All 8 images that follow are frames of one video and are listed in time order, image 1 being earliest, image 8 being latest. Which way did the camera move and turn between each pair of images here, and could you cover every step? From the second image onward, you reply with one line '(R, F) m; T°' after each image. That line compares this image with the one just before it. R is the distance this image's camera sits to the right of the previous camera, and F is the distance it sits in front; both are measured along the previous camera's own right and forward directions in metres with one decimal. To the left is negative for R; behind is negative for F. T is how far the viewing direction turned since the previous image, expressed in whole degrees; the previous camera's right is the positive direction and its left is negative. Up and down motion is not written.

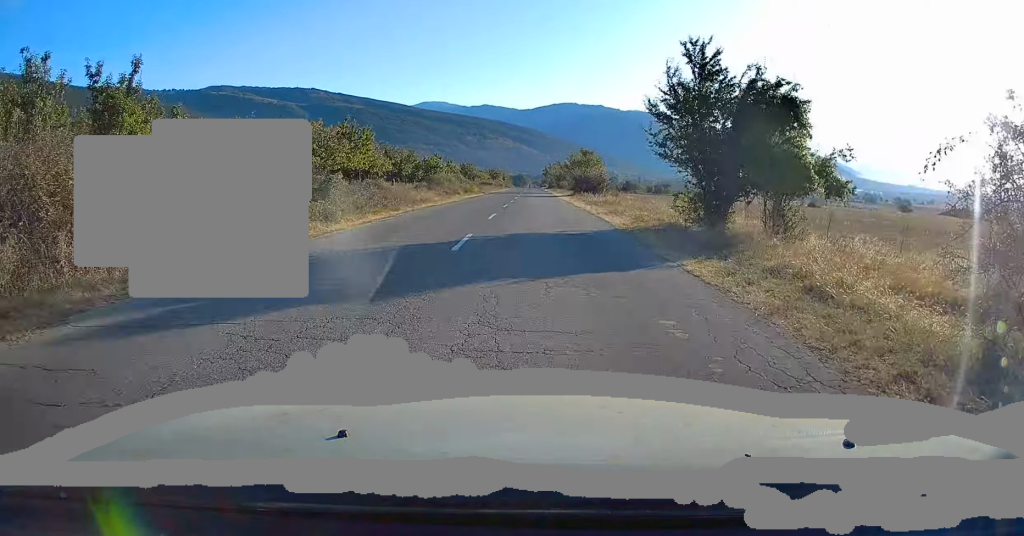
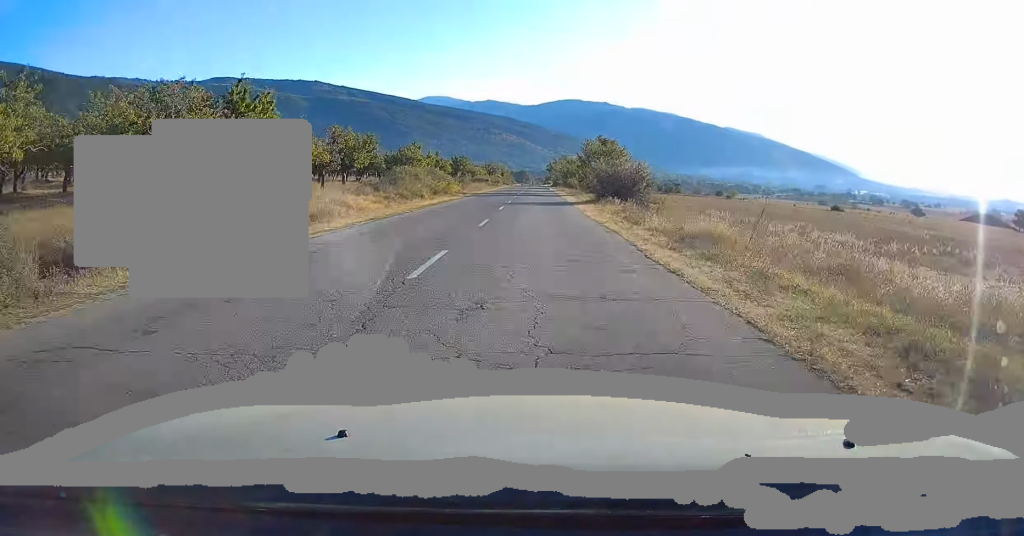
(+0.1, +20.8) m; +1°
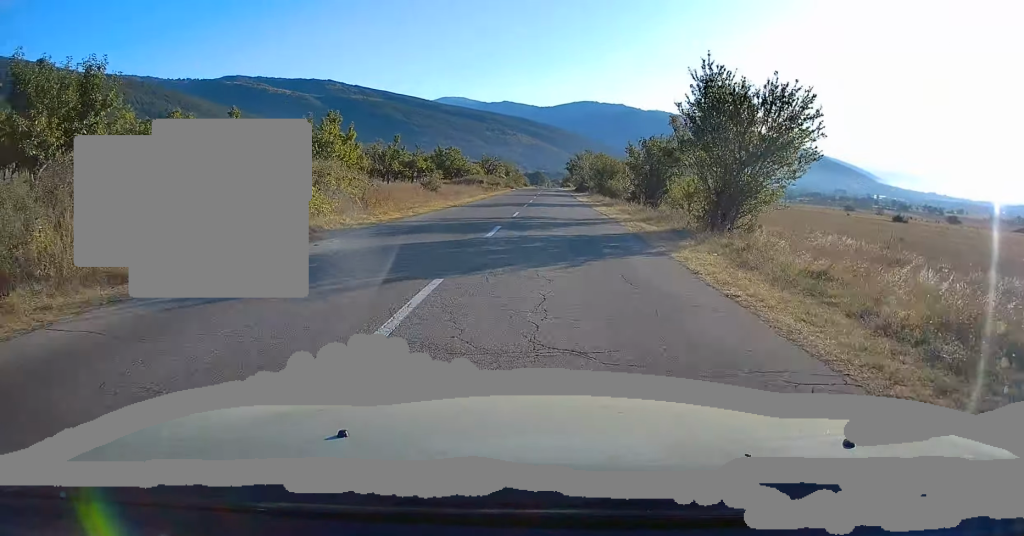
(-0.2, +38.2) m; -1°
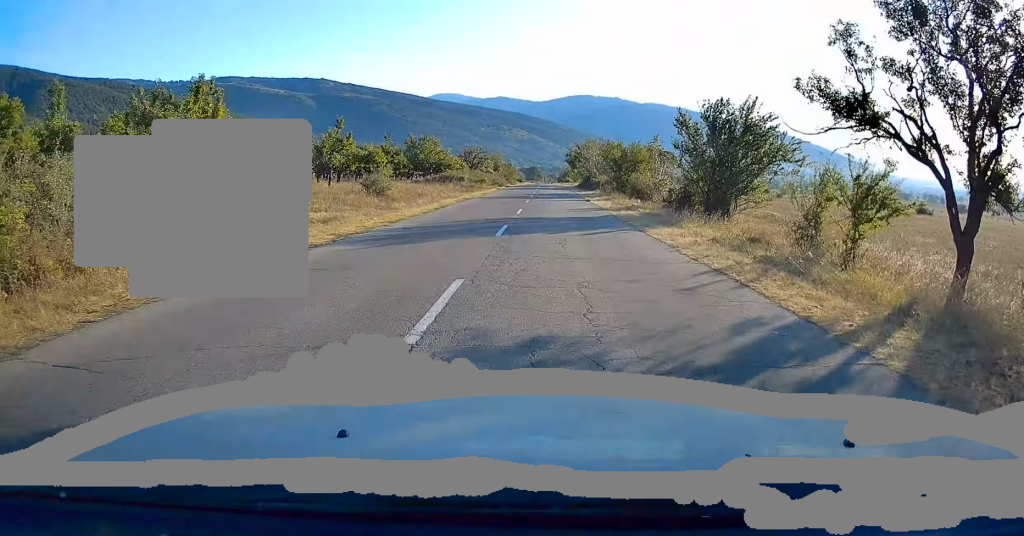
(0.0, +17.4) m; 0°
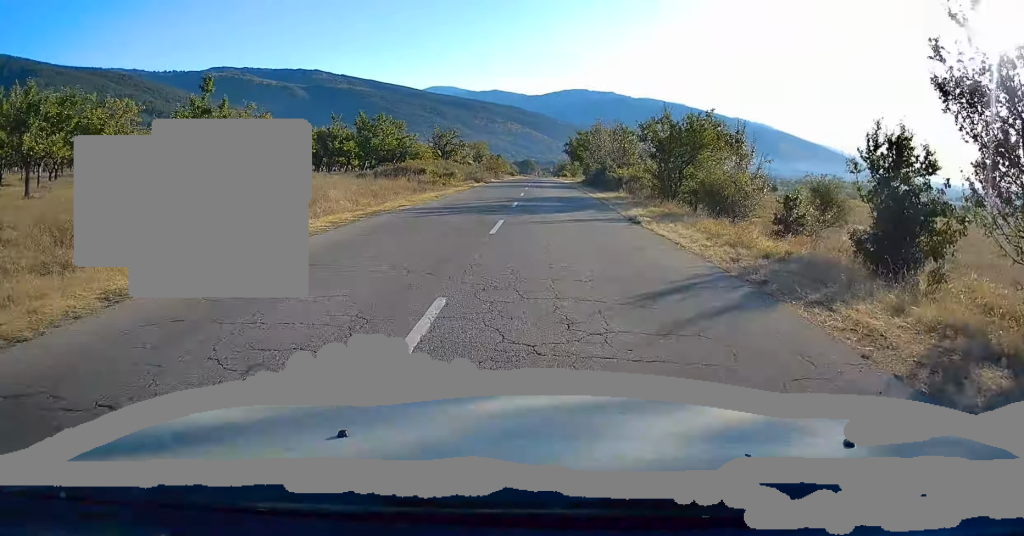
(-0.2, +19.5) m; 0°
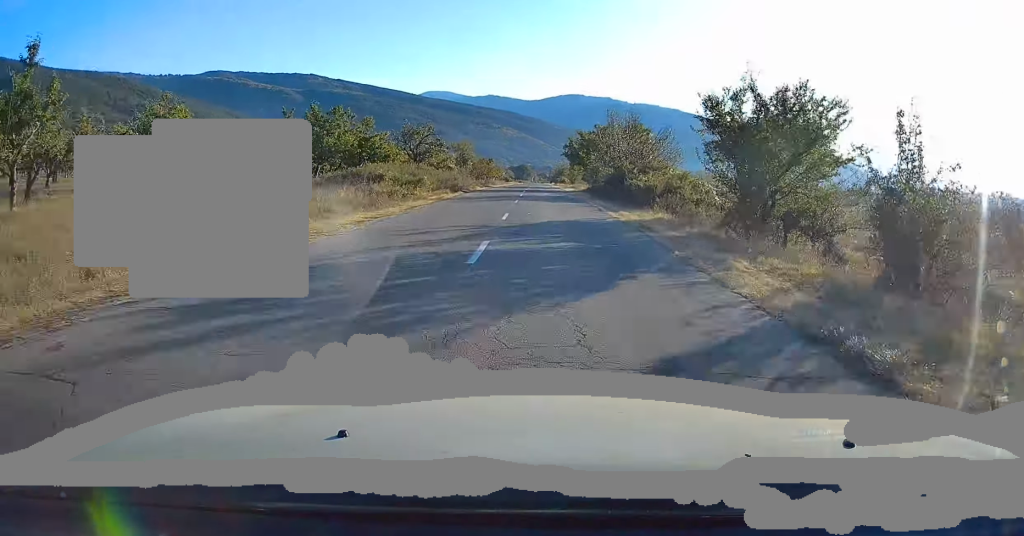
(0.0, +11.9) m; 0°
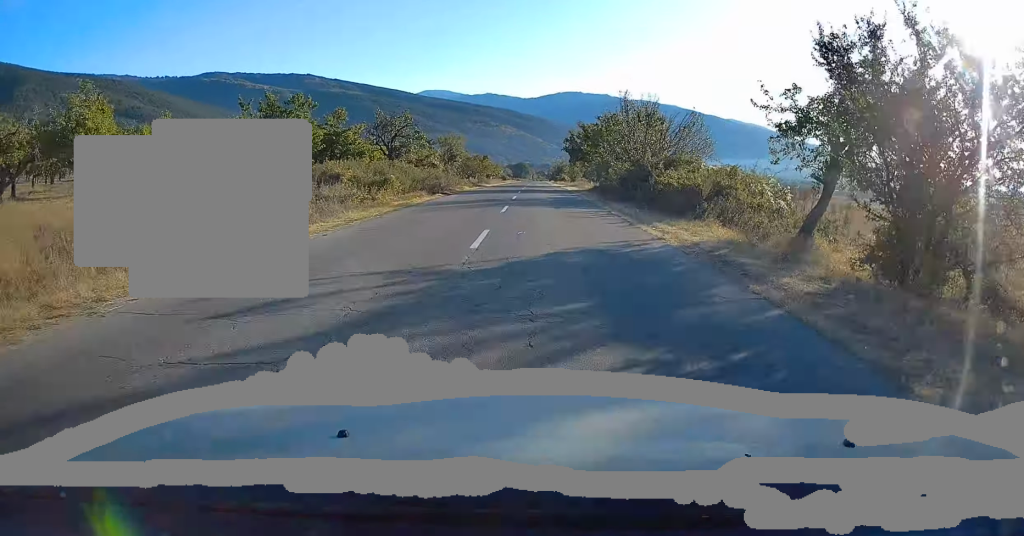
(+0.1, +7.8) m; 0°
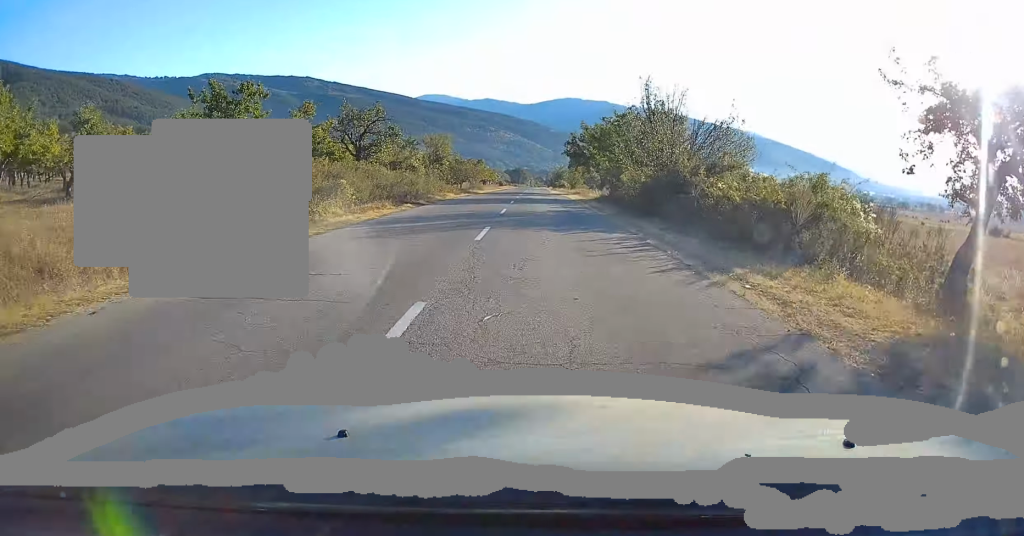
(0.0, +7.2) m; 0°
